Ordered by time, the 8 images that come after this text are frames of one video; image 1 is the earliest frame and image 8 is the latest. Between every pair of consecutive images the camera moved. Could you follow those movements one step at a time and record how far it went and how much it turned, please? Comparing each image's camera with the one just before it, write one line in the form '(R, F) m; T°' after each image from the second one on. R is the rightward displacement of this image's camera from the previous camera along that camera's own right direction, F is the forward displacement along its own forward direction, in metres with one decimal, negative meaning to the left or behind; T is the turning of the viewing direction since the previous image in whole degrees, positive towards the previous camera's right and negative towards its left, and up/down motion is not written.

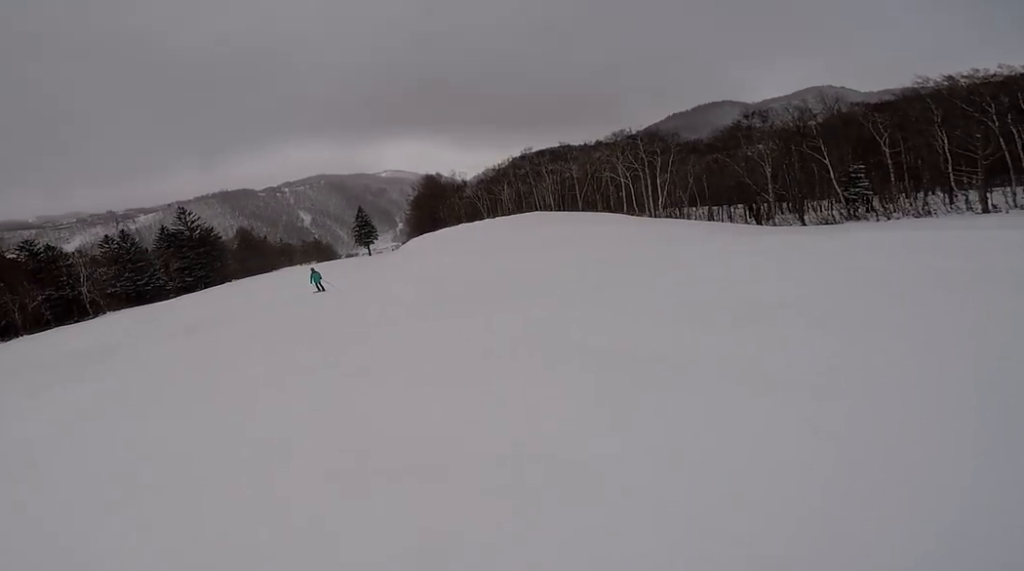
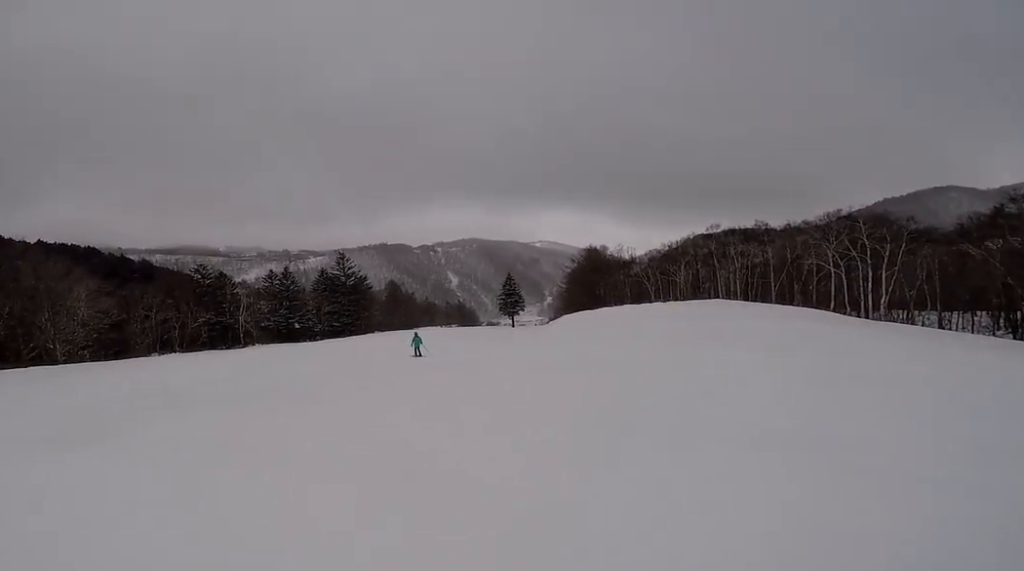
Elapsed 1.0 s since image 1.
(-2.0, +3.5) m; -17°
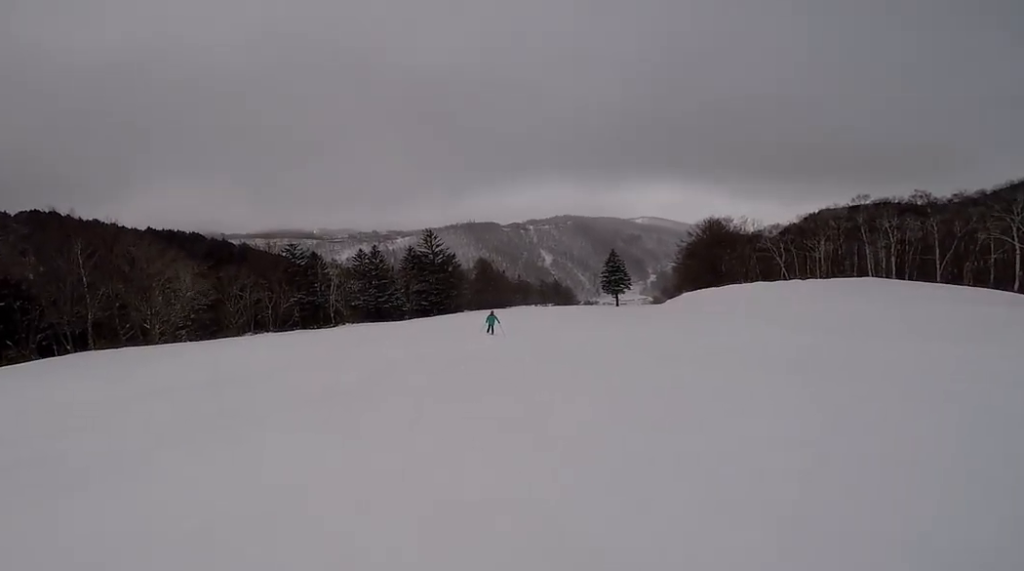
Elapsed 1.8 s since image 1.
(+1.3, +3.6) m; -4°
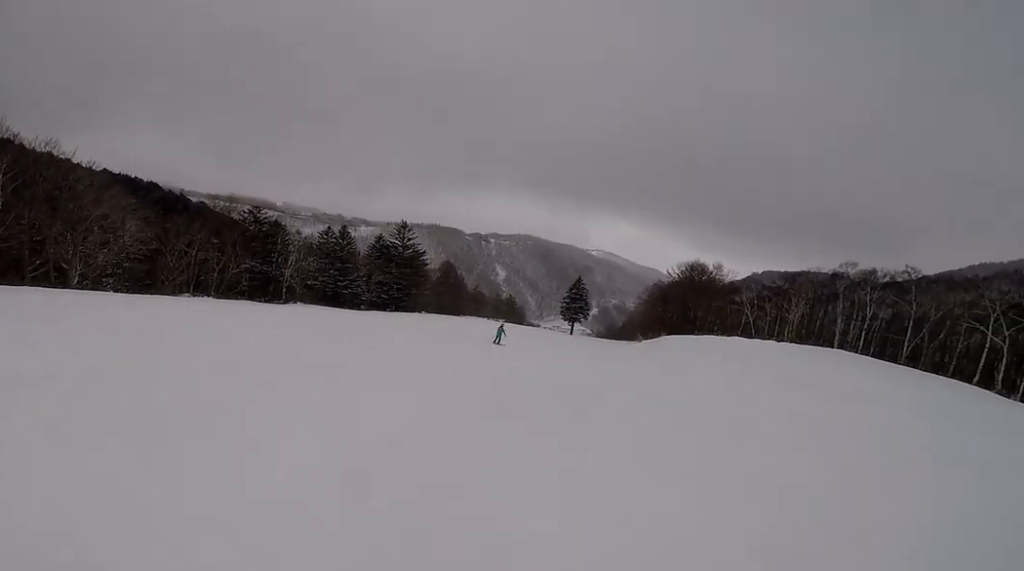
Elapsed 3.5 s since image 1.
(-2.2, +7.2) m; -3°
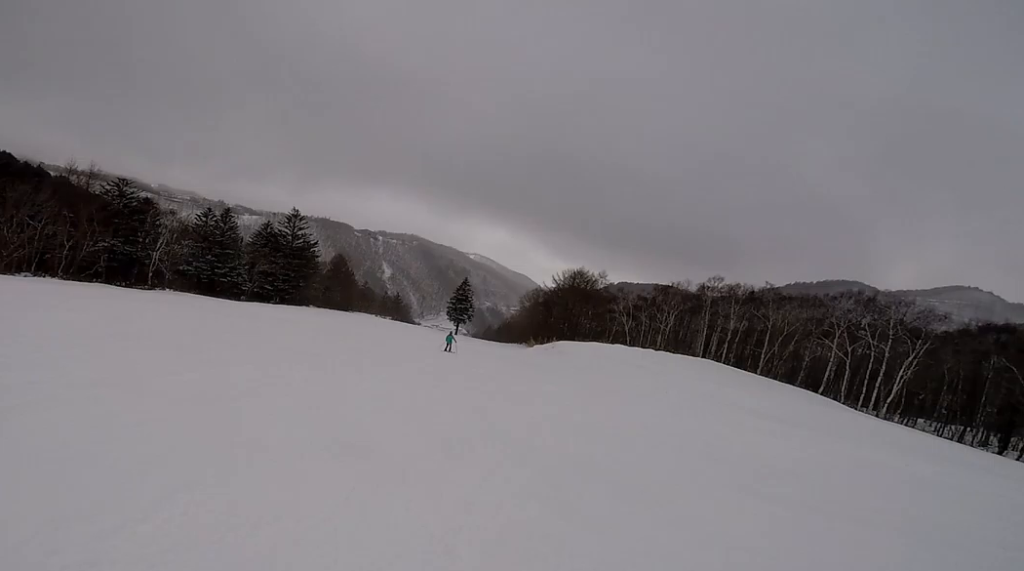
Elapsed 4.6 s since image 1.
(+1.2, +5.3) m; +36°
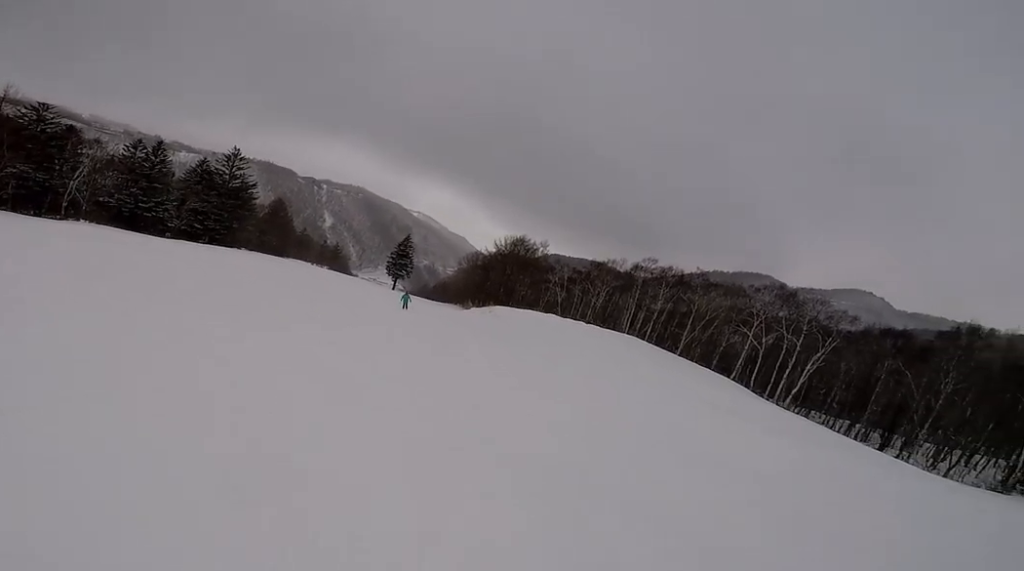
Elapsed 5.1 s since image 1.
(+0.3, +2.1) m; +9°
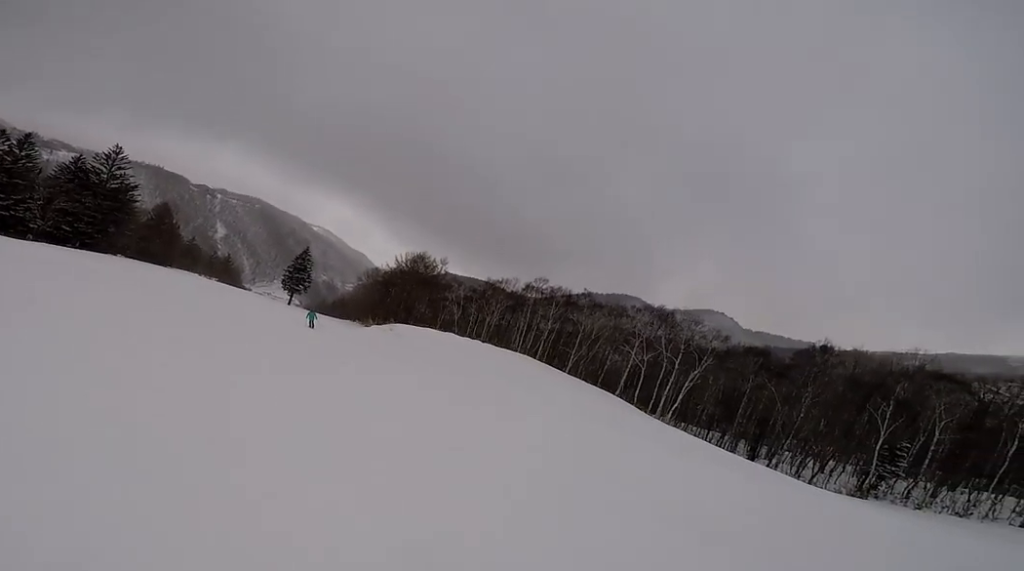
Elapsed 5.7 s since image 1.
(+1.2, +2.8) m; +1°
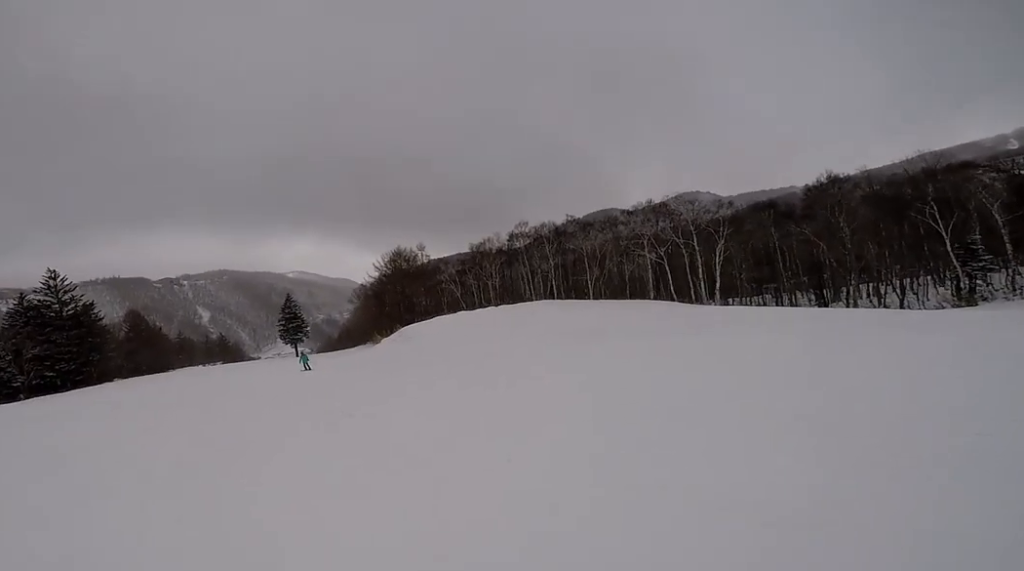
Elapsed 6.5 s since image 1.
(-1.0, +3.9) m; -14°
